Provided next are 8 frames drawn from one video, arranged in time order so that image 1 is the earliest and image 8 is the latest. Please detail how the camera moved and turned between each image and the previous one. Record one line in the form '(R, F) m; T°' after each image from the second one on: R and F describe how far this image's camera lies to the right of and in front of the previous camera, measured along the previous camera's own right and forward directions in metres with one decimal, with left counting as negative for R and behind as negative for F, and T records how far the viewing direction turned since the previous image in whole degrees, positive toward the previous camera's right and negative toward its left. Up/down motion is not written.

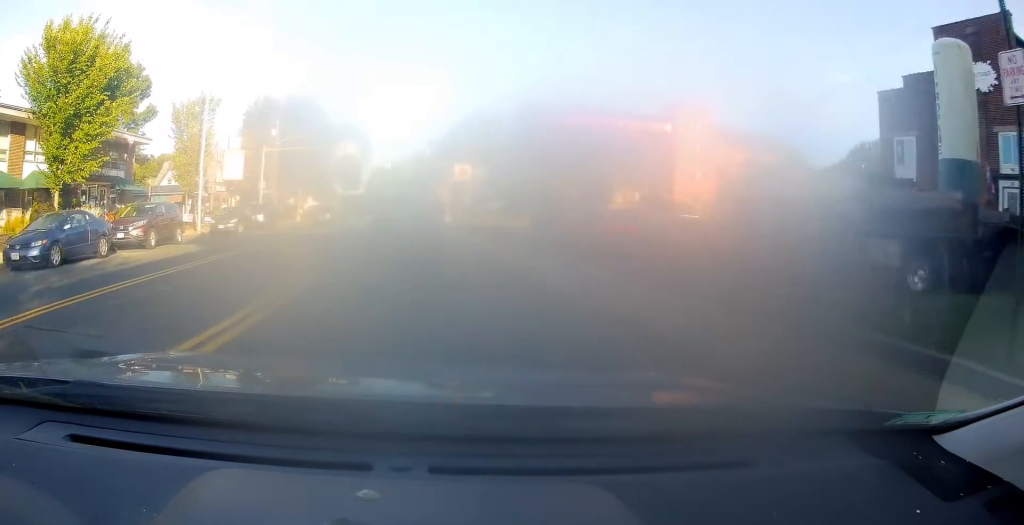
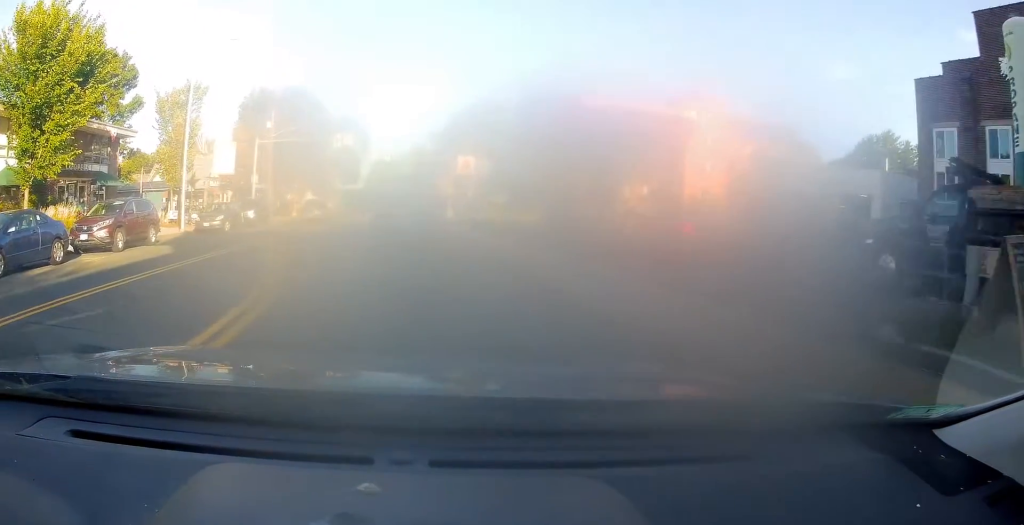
(0.0, +2.1) m; +1°
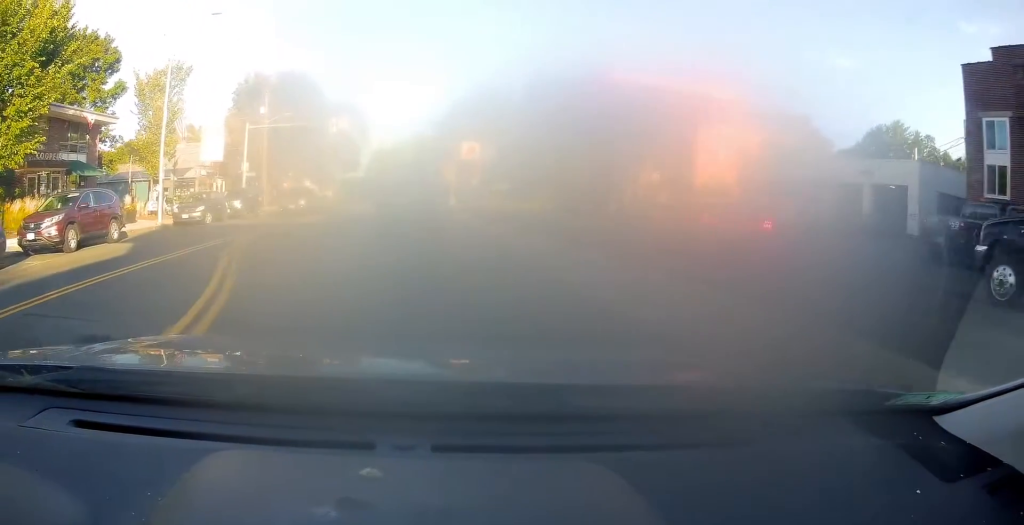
(+0.3, +2.0) m; +1°
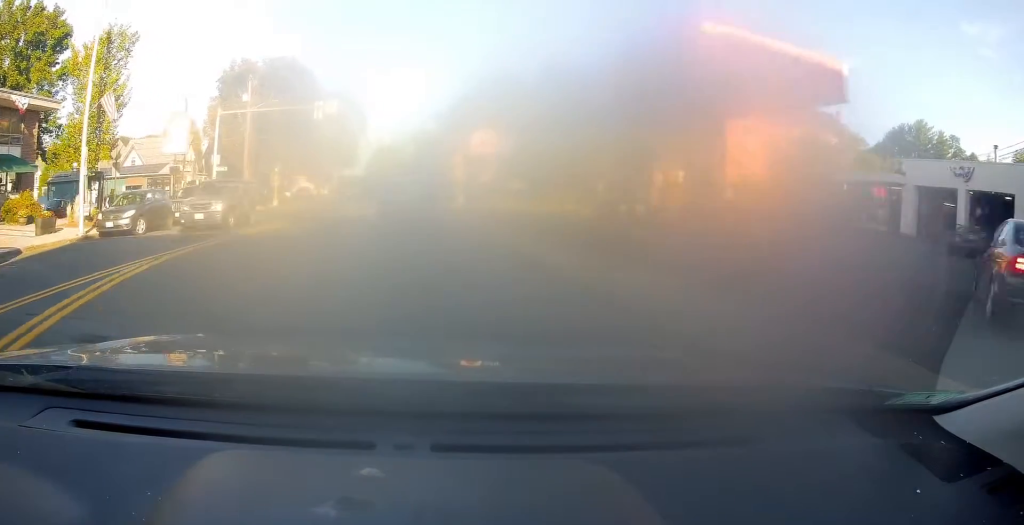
(0.0, +5.8) m; +2°
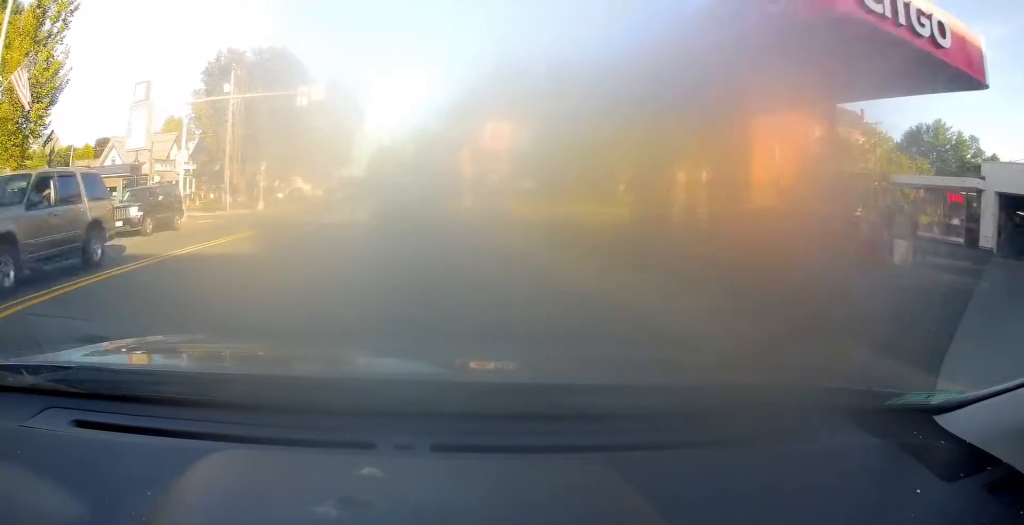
(-0.2, +4.2) m; +1°
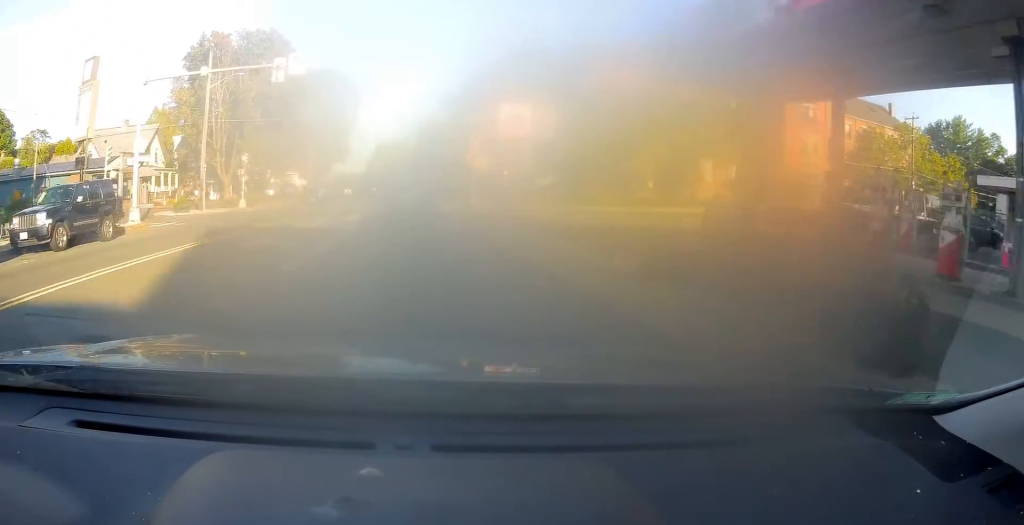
(+0.4, +5.1) m; 0°
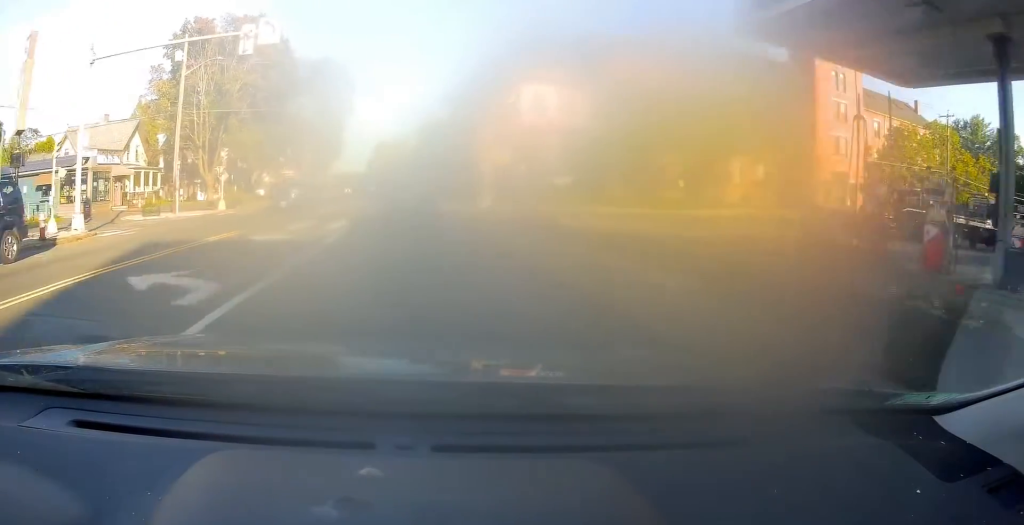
(+0.1, +4.4) m; -1°
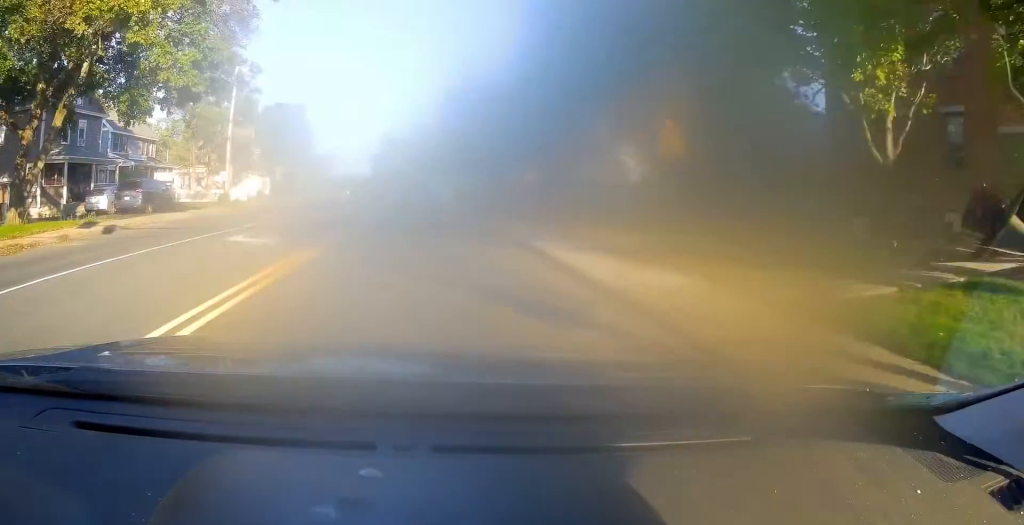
(-3.3, +35.6) m; -7°
